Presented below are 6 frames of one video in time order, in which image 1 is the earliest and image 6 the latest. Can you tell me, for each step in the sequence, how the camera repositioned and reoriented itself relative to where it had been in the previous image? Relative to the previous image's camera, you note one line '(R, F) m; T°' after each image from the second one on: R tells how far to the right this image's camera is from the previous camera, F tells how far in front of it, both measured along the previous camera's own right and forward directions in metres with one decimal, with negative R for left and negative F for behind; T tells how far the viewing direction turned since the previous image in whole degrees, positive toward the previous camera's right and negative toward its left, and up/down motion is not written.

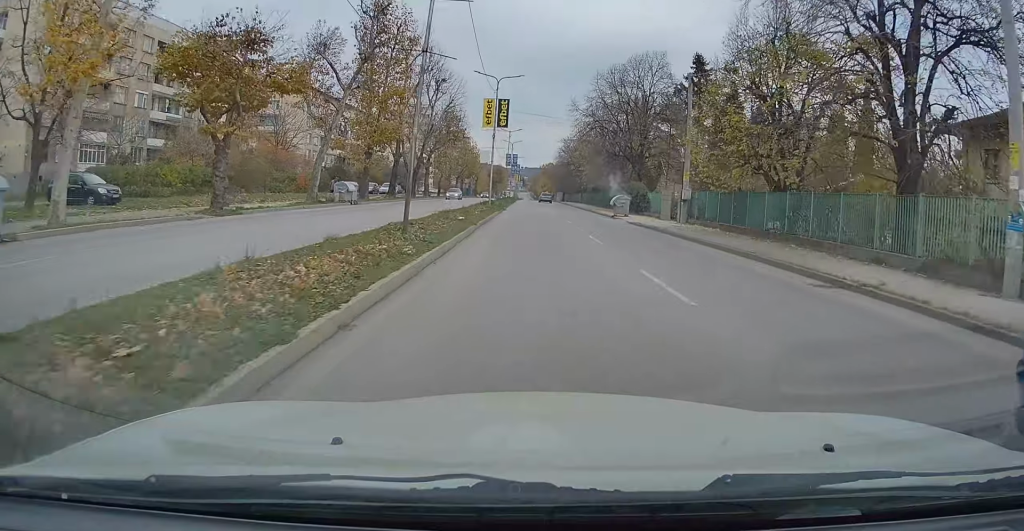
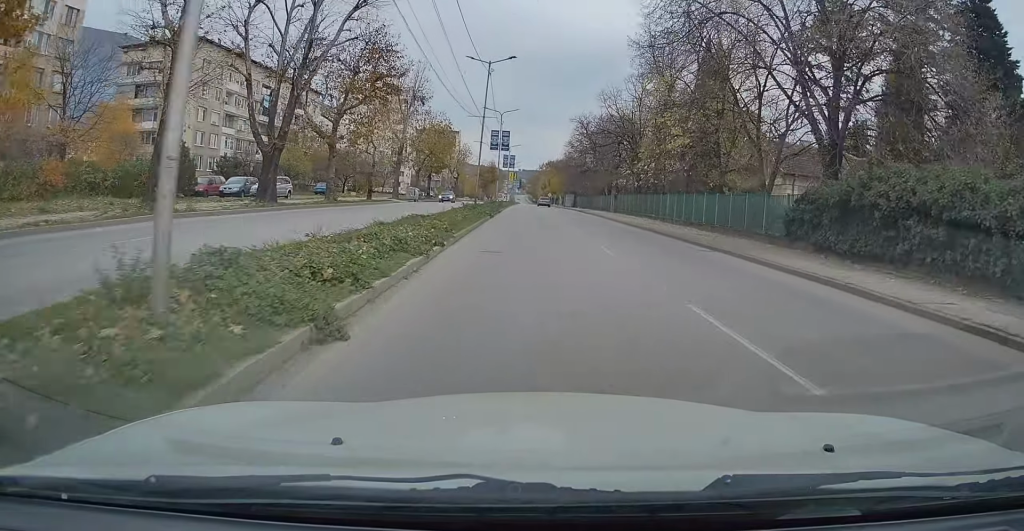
(0.0, +39.7) m; 0°
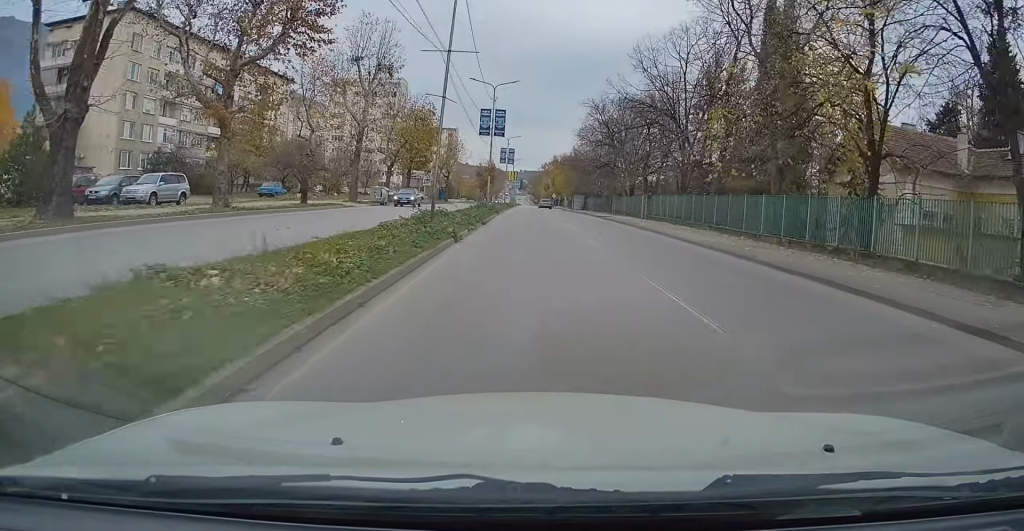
(0.0, +15.9) m; 0°
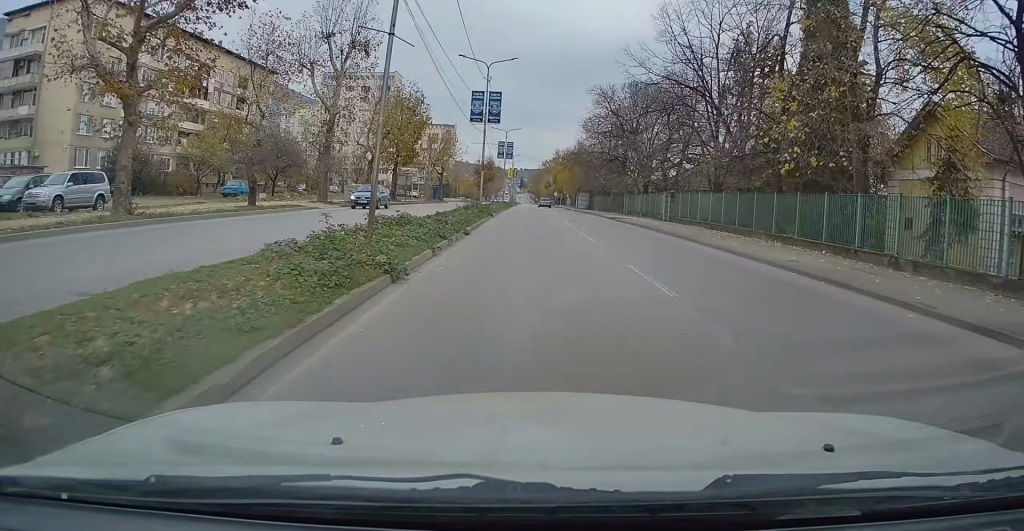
(0.0, +7.2) m; 0°
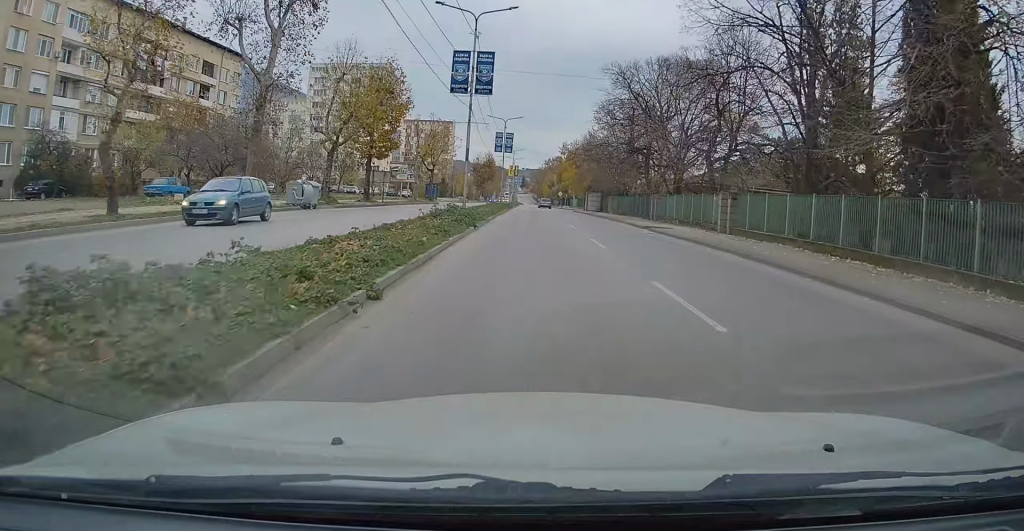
(0.0, +11.0) m; 0°
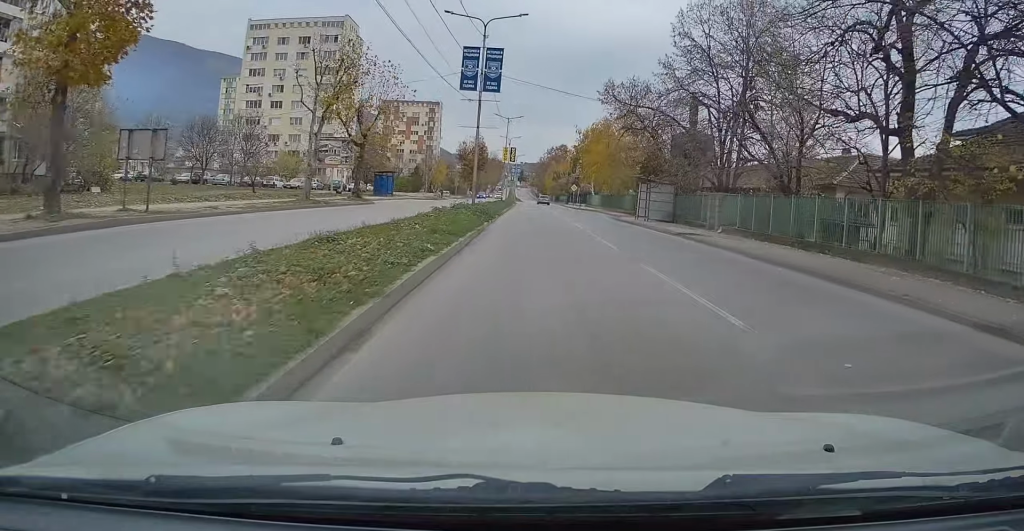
(0.0, +35.9) m; 0°
